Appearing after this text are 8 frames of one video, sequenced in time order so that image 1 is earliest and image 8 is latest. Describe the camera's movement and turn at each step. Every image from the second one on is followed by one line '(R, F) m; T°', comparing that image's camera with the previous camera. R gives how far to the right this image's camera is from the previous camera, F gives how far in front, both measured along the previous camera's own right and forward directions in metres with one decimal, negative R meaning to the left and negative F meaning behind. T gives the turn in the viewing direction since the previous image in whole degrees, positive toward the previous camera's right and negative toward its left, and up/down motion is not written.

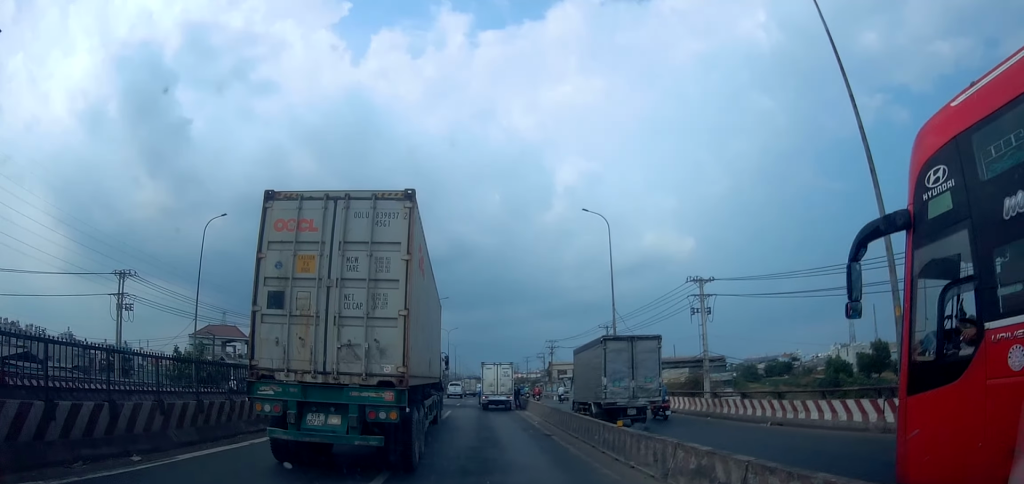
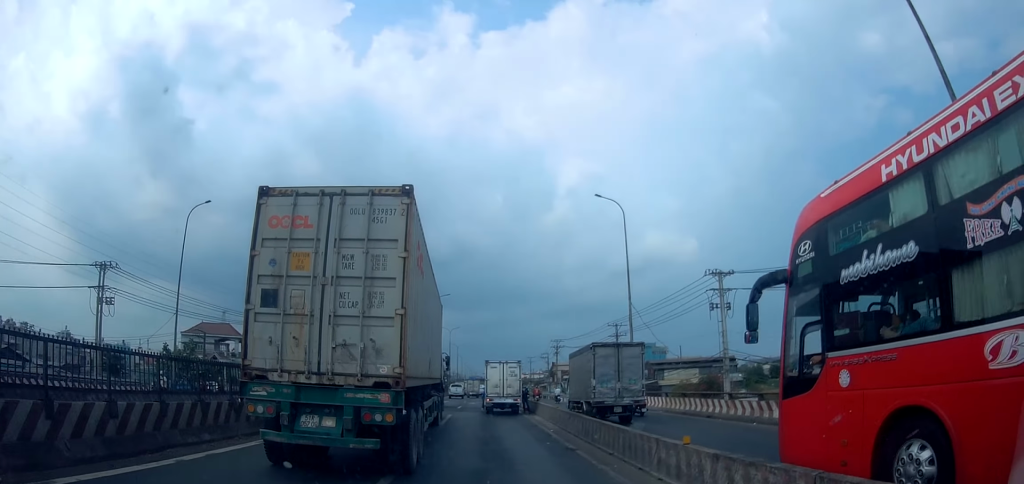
(+0.5, +3.2) m; -1°
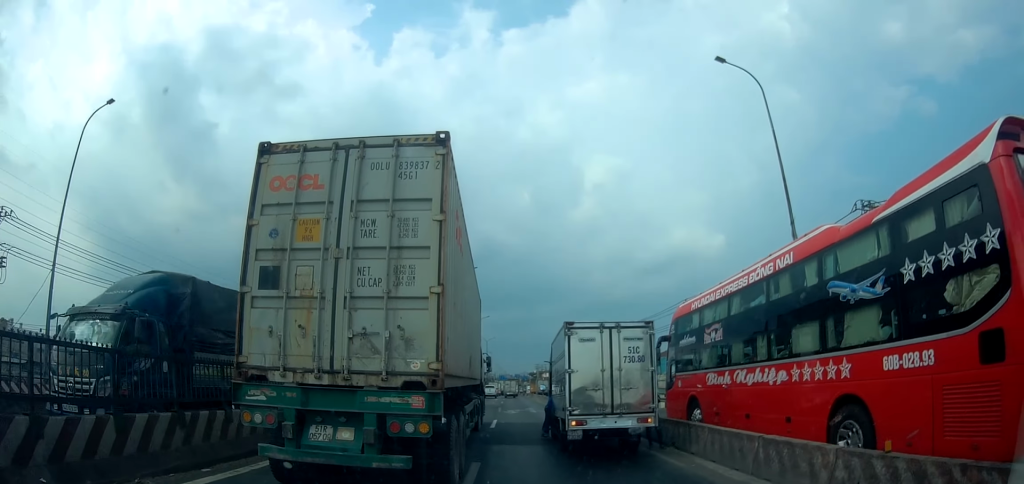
(-0.6, +14.9) m; 0°
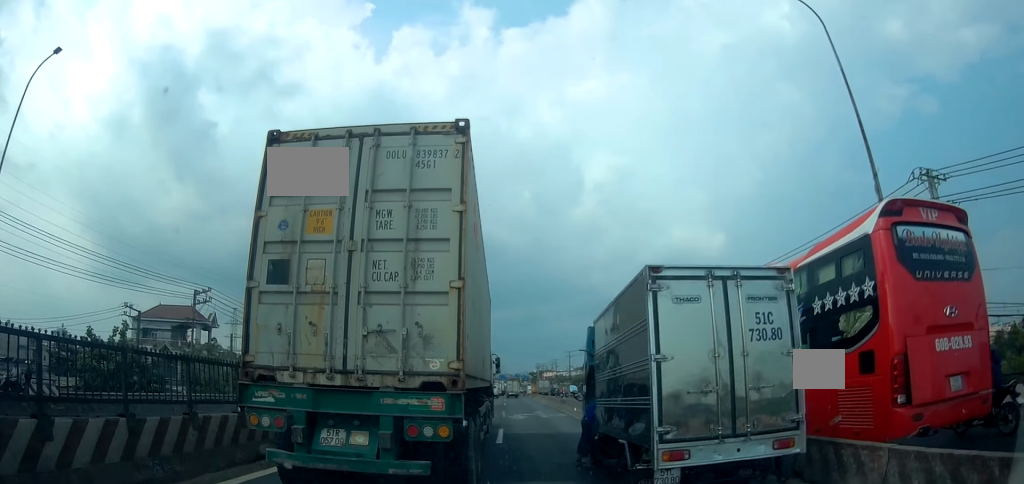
(+0.4, +4.6) m; 0°
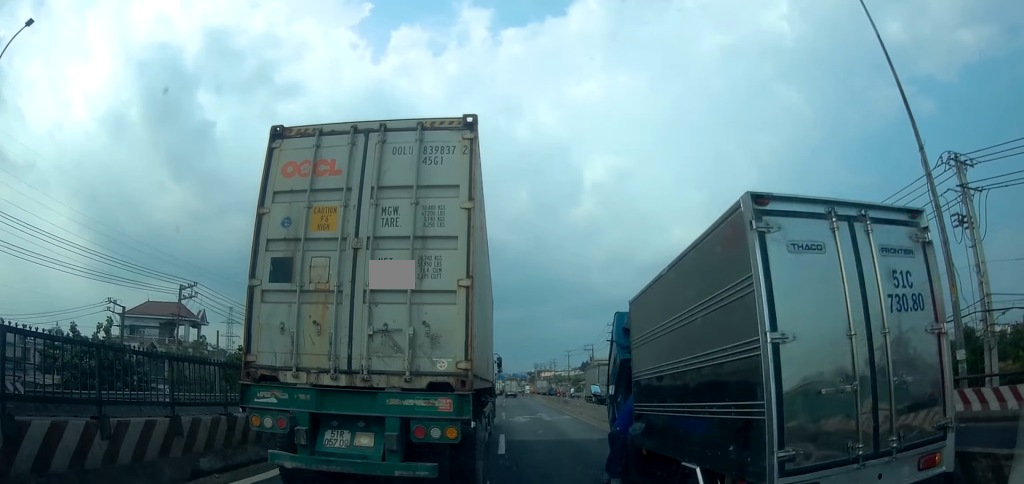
(+0.1, +2.1) m; 0°
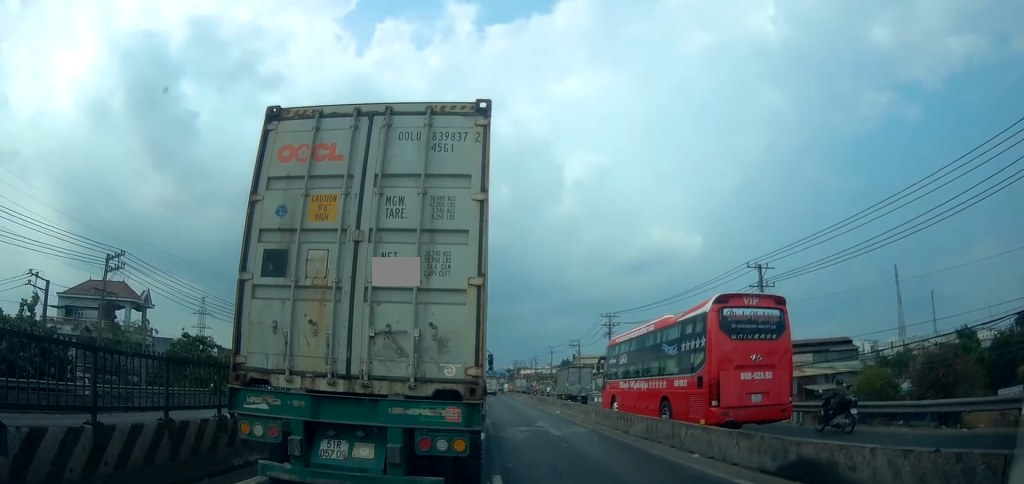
(-0.1, +7.8) m; +7°
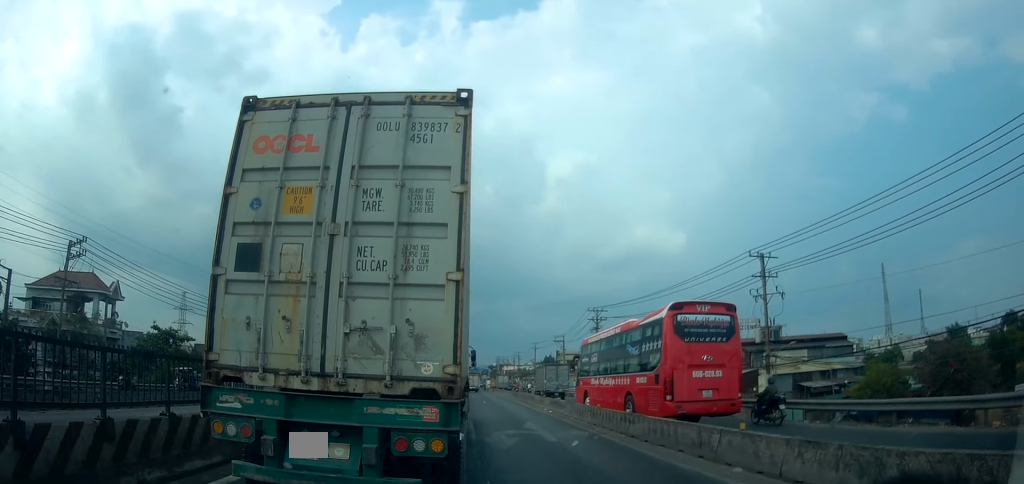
(+0.1, +2.6) m; +2°
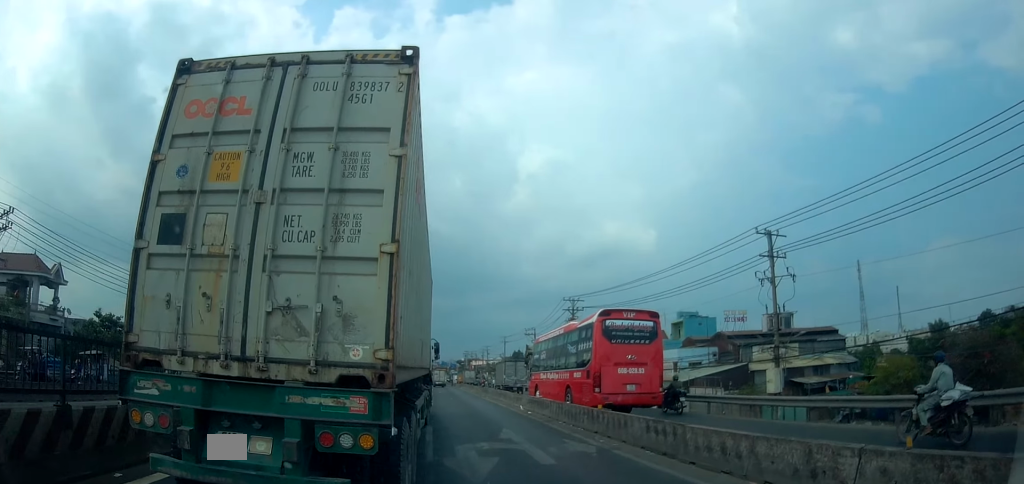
(-0.1, +4.6) m; -2°
